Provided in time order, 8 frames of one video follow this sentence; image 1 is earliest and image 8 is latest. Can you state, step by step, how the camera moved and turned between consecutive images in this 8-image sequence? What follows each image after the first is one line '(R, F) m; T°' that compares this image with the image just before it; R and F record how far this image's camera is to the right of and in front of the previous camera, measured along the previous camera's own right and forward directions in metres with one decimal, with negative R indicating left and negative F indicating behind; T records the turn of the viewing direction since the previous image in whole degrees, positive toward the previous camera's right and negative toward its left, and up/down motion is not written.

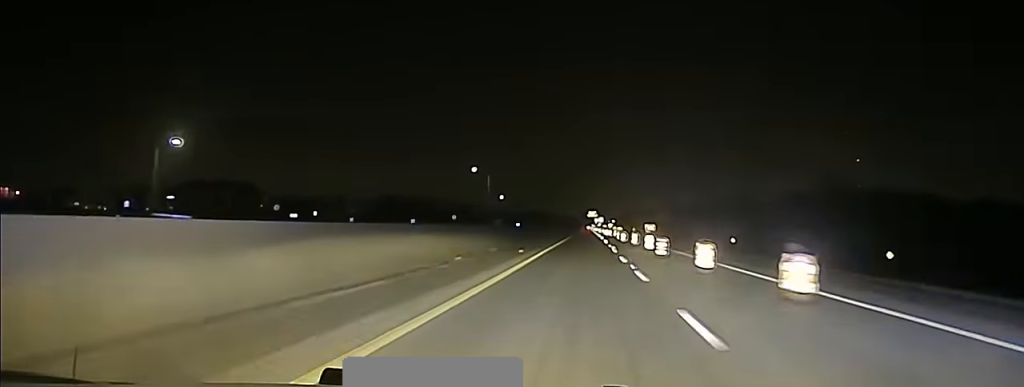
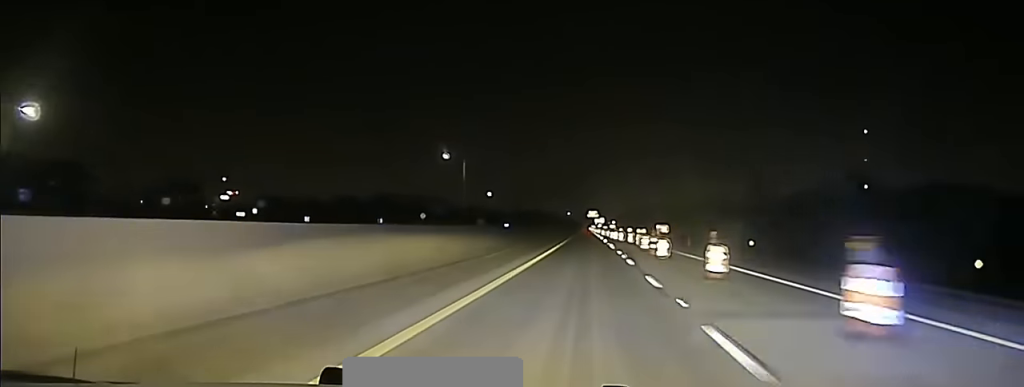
(0.0, +34.0) m; 0°
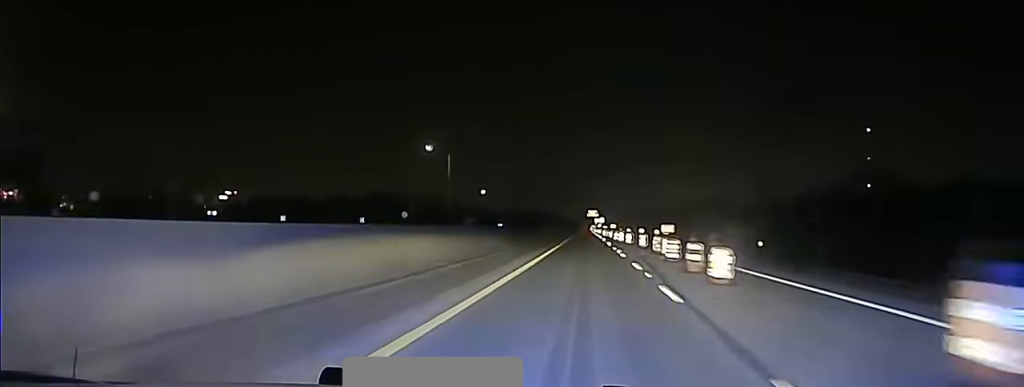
(0.0, +15.4) m; 0°
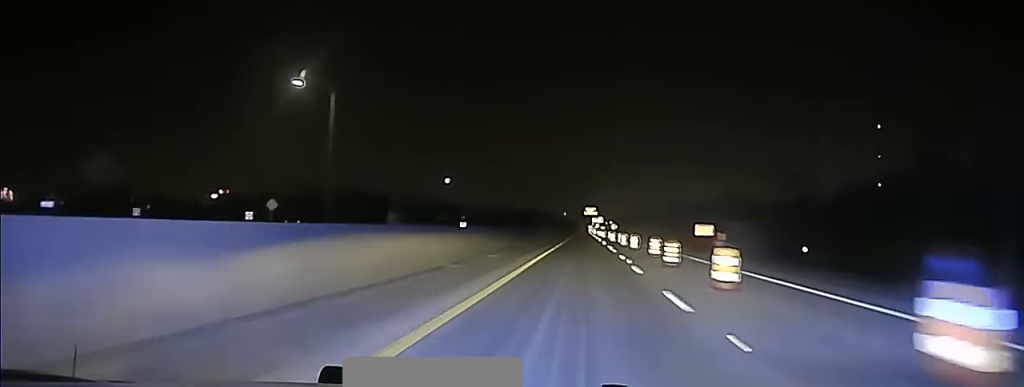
(+0.4, +58.1) m; +1°
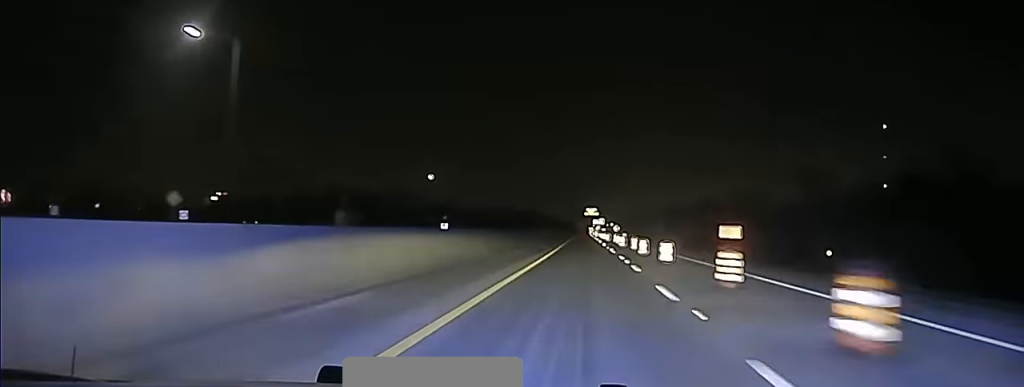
(+0.2, +25.0) m; 0°
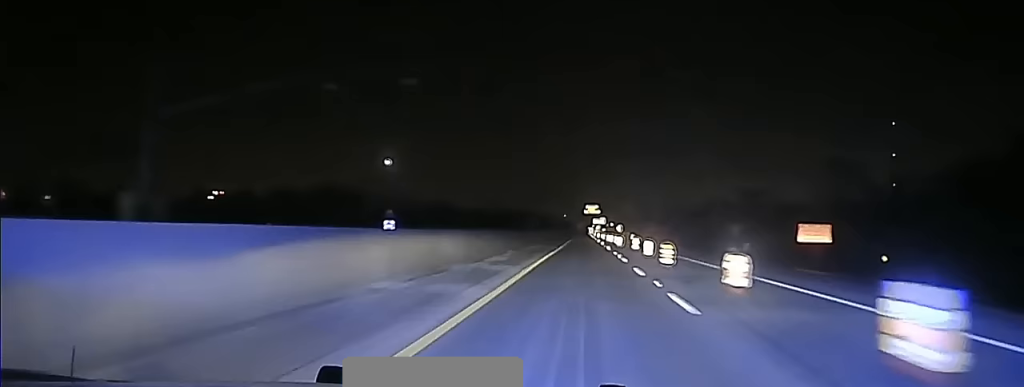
(-0.4, +42.1) m; -1°
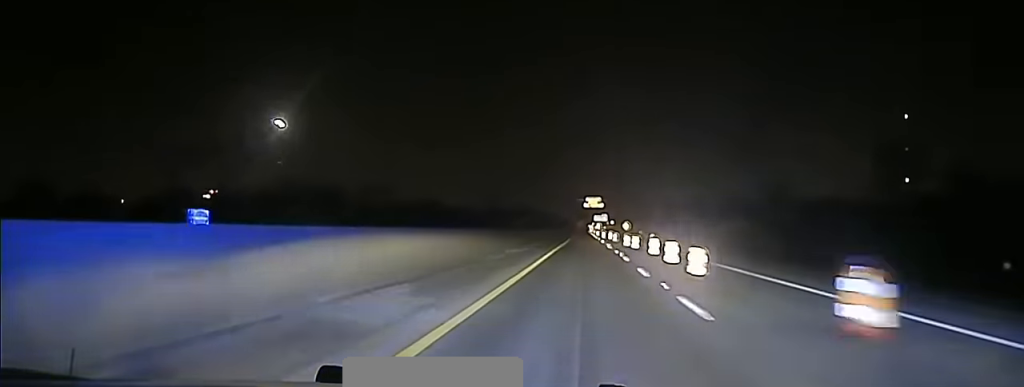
(-0.1, +56.1) m; 0°
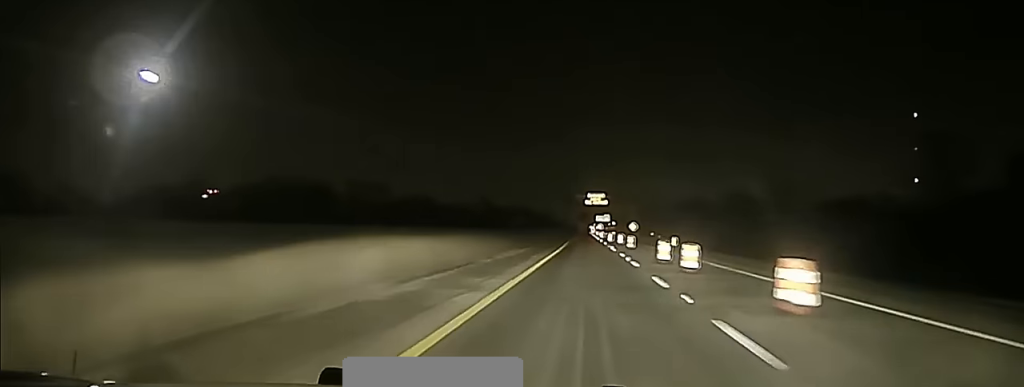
(0.0, +31.2) m; 0°
